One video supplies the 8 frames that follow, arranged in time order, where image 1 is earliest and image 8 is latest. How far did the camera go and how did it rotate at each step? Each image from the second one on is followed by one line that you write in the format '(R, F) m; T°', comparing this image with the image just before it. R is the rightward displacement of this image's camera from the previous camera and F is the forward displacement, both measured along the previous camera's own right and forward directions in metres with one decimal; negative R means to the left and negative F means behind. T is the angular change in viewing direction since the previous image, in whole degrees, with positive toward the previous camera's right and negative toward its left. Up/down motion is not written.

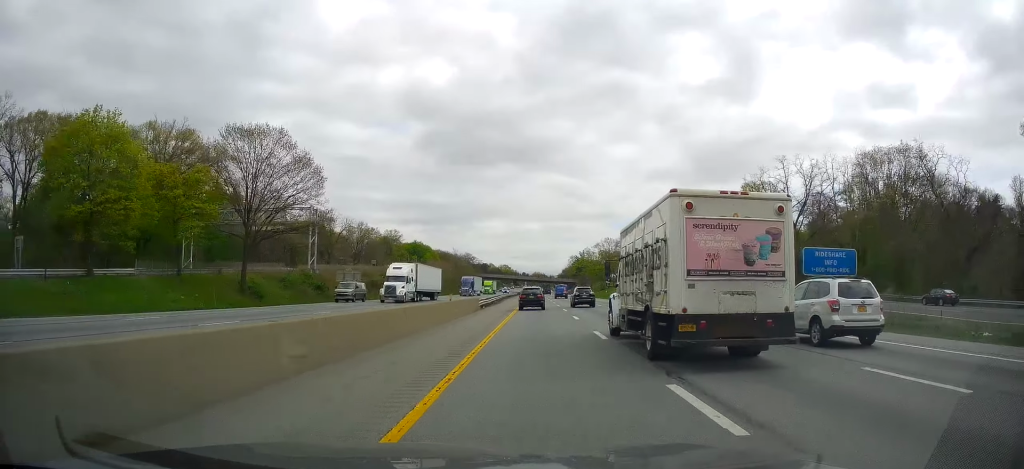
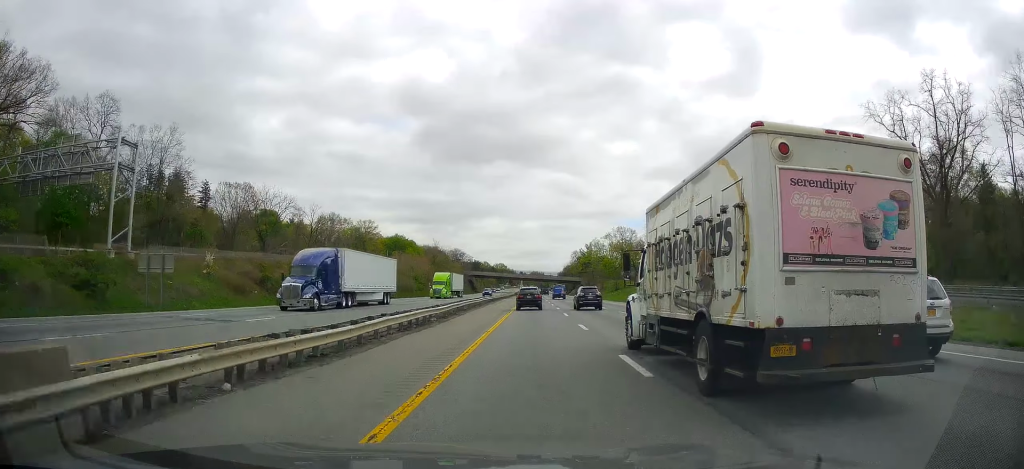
(+0.2, +43.3) m; +1°
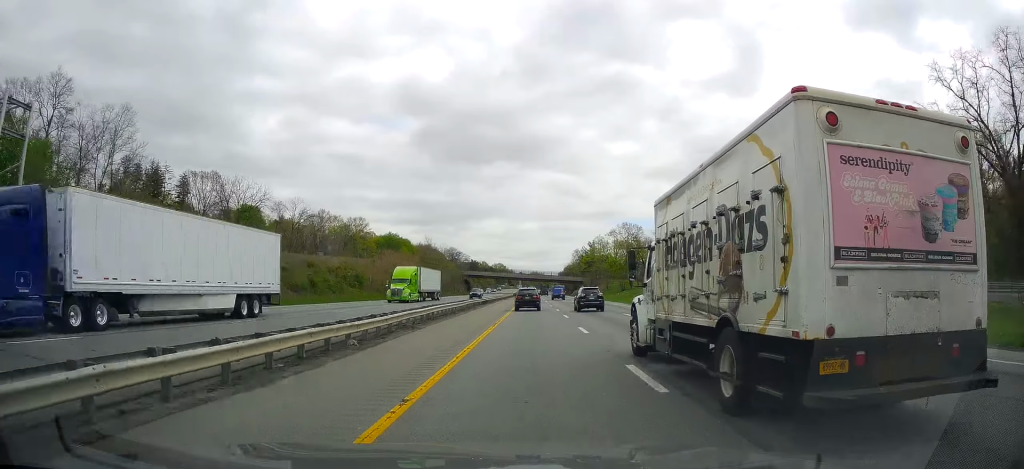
(+0.2, +13.4) m; 0°
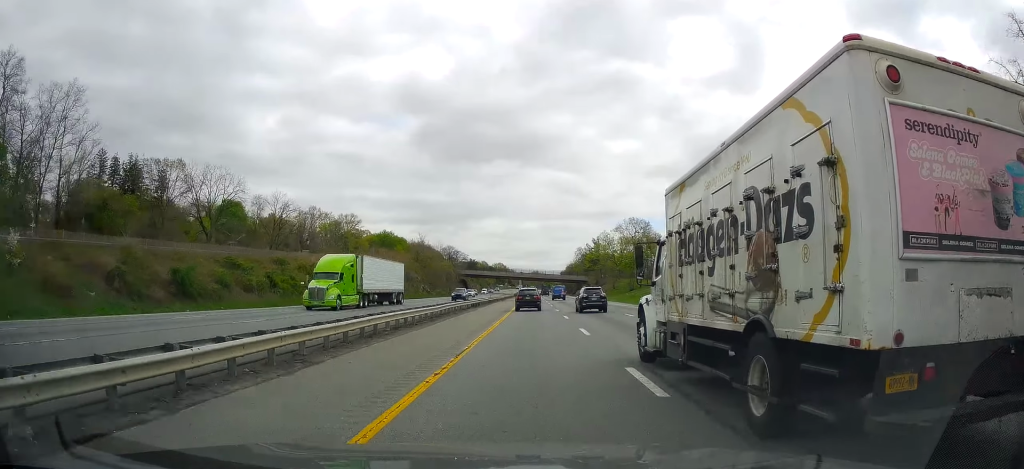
(+0.2, +12.4) m; 0°
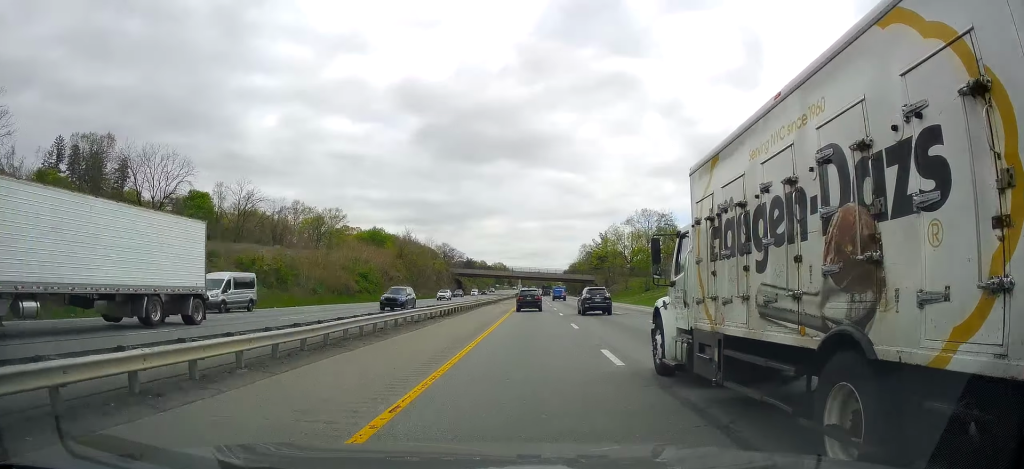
(-0.3, +19.6) m; -1°
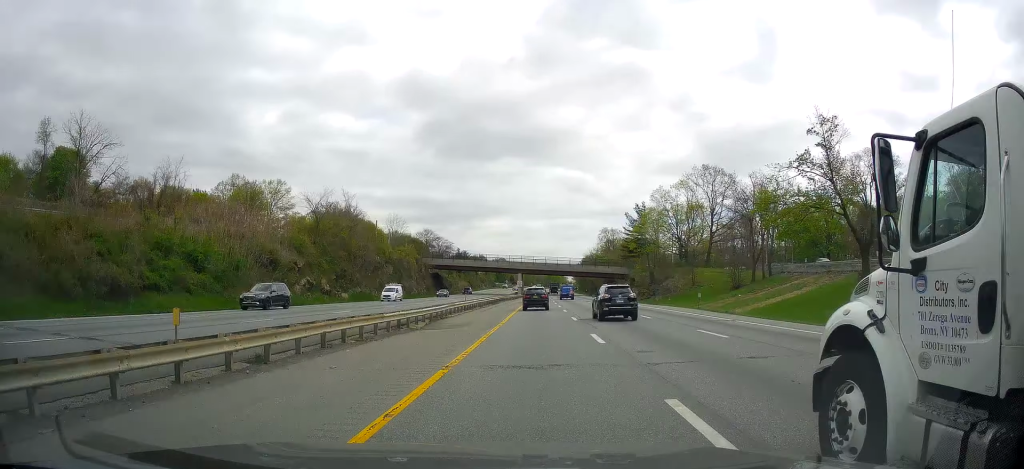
(-0.3, +54.7) m; 0°
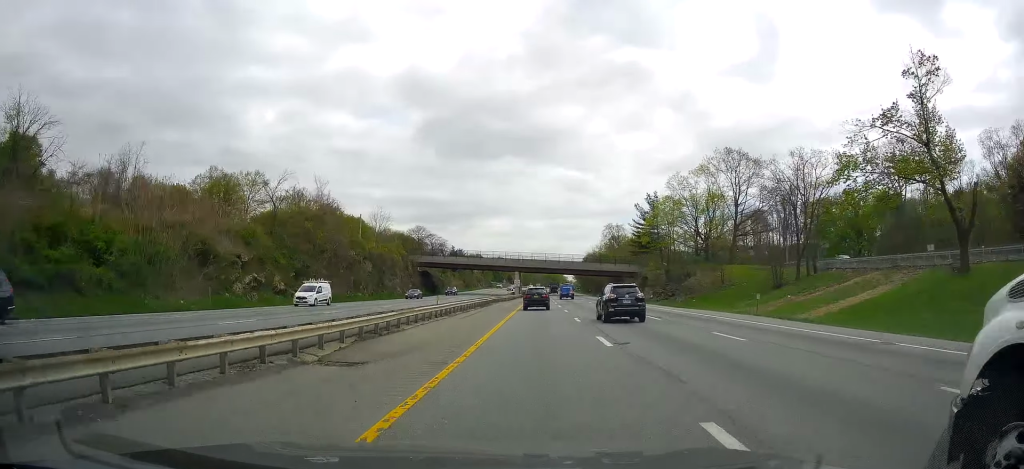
(0.0, +13.4) m; 0°
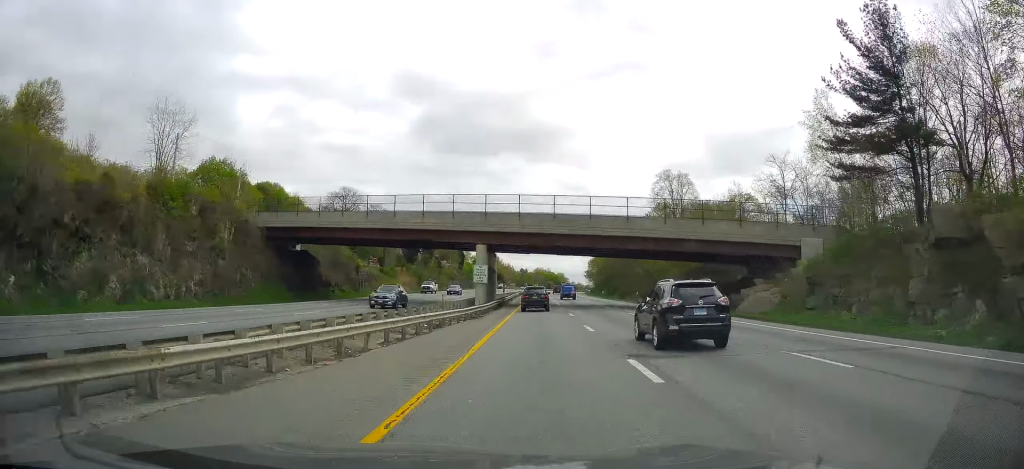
(0.0, +76.5) m; 0°
